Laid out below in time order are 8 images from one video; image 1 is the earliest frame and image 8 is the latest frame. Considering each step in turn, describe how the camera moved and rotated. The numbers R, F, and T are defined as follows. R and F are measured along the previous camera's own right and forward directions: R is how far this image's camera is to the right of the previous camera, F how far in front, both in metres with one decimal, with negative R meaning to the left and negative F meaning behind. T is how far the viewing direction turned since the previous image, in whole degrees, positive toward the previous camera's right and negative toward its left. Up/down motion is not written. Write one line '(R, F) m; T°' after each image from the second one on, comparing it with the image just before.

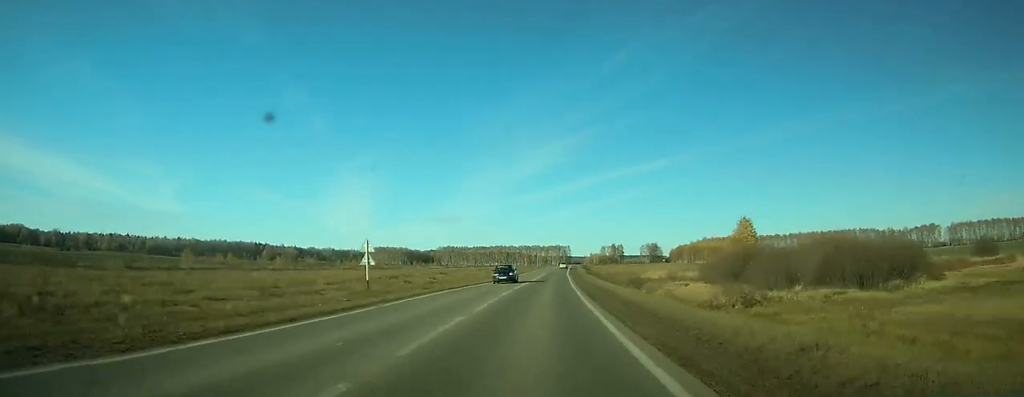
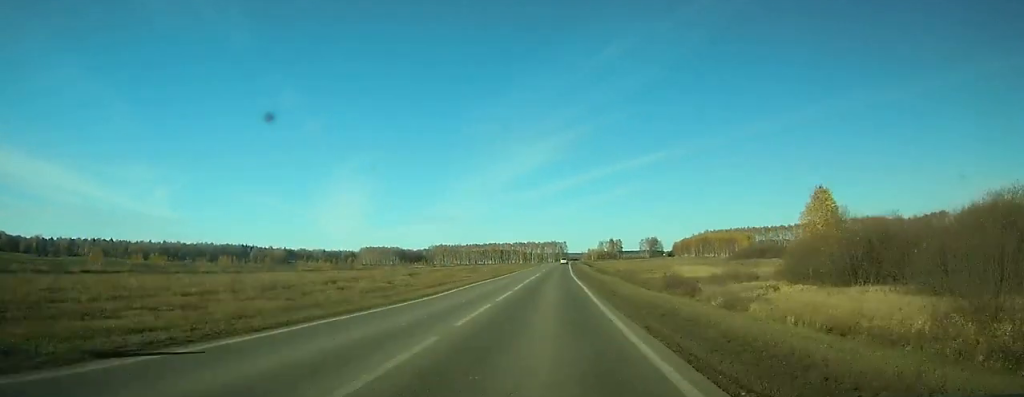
(+0.7, +26.8) m; +2°
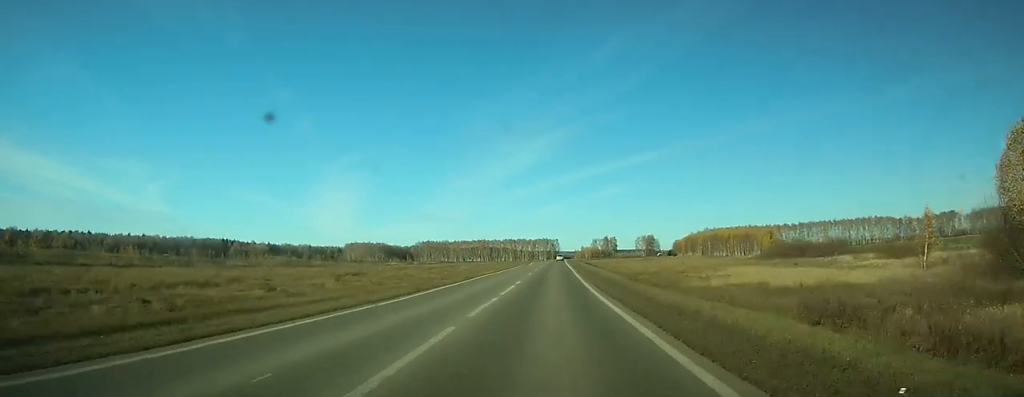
(+0.4, +30.1) m; +1°
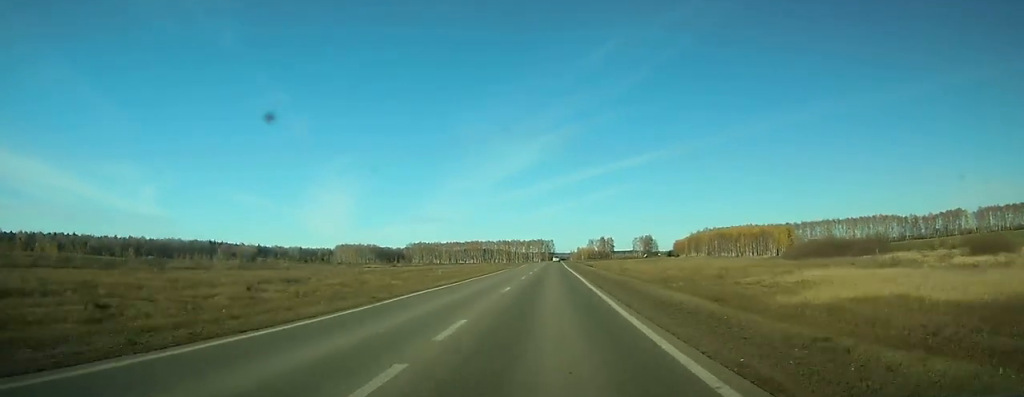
(0.0, +18.8) m; 0°
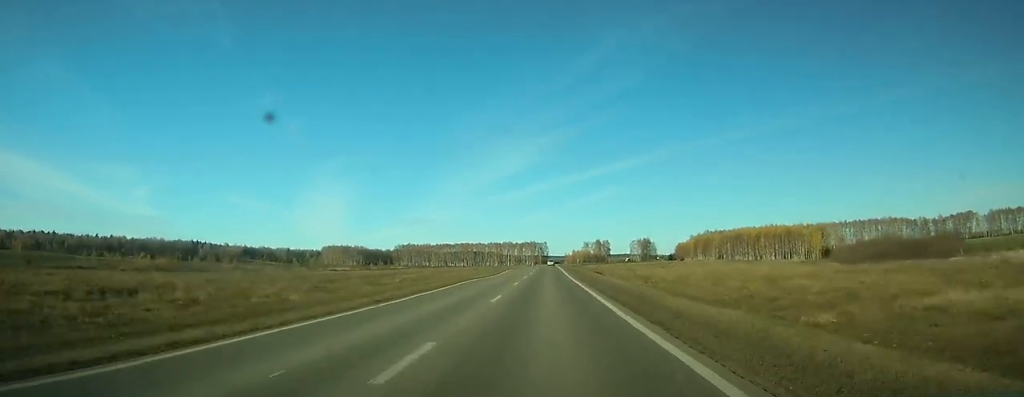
(+0.2, +26.4) m; +1°
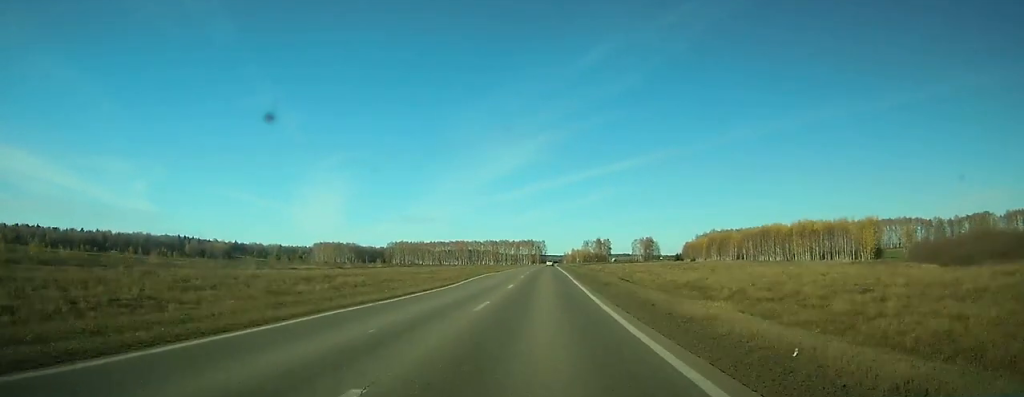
(+0.1, +26.6) m; 0°
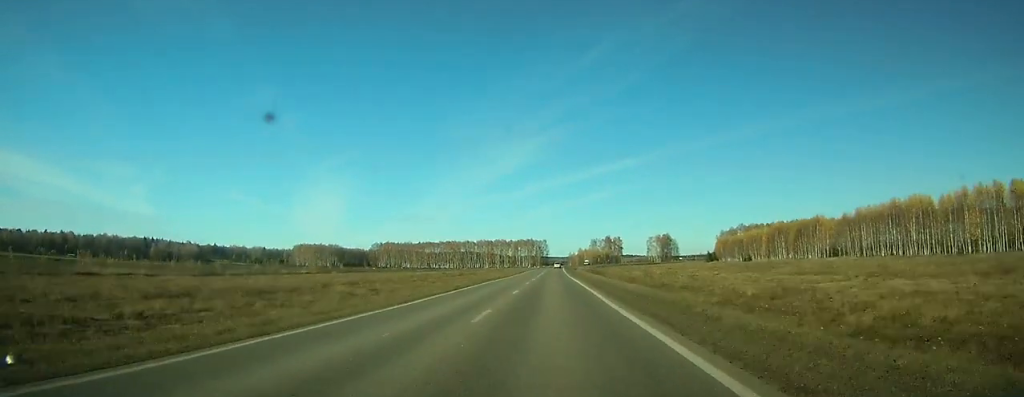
(+0.2, +73.5) m; 0°
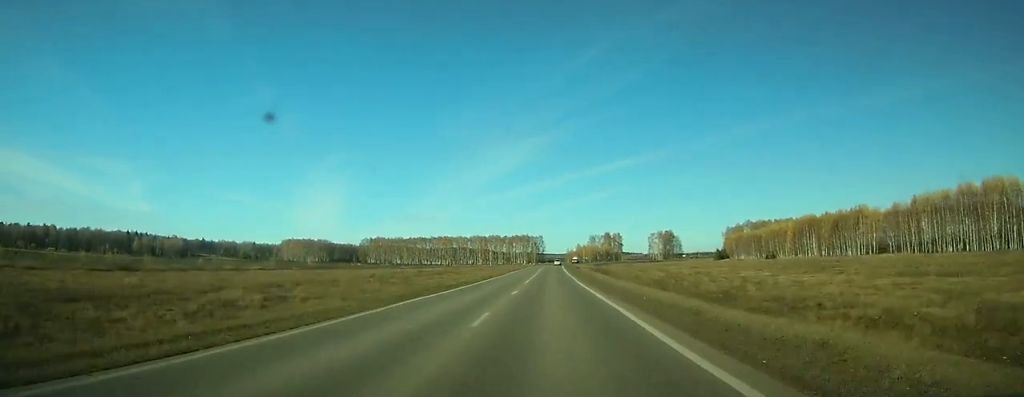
(0.0, +24.4) m; 0°
